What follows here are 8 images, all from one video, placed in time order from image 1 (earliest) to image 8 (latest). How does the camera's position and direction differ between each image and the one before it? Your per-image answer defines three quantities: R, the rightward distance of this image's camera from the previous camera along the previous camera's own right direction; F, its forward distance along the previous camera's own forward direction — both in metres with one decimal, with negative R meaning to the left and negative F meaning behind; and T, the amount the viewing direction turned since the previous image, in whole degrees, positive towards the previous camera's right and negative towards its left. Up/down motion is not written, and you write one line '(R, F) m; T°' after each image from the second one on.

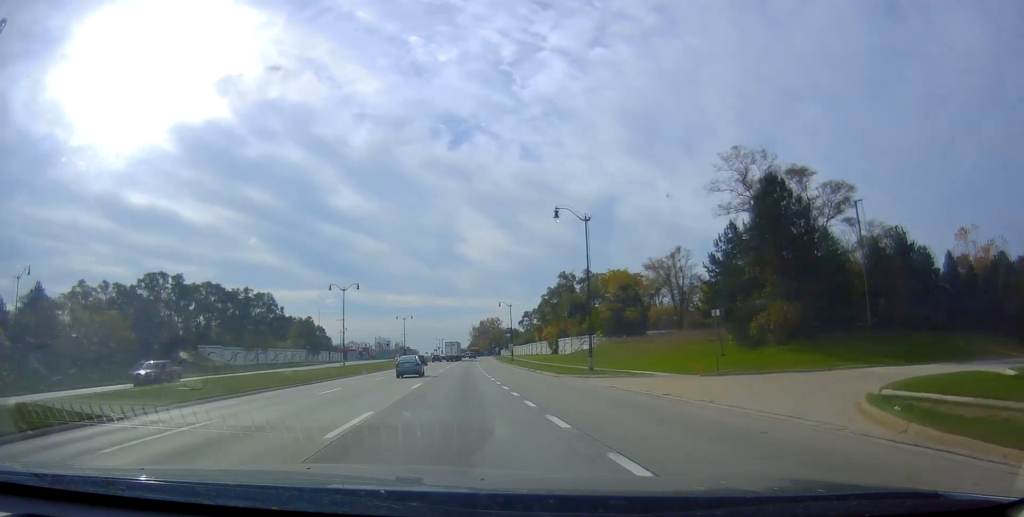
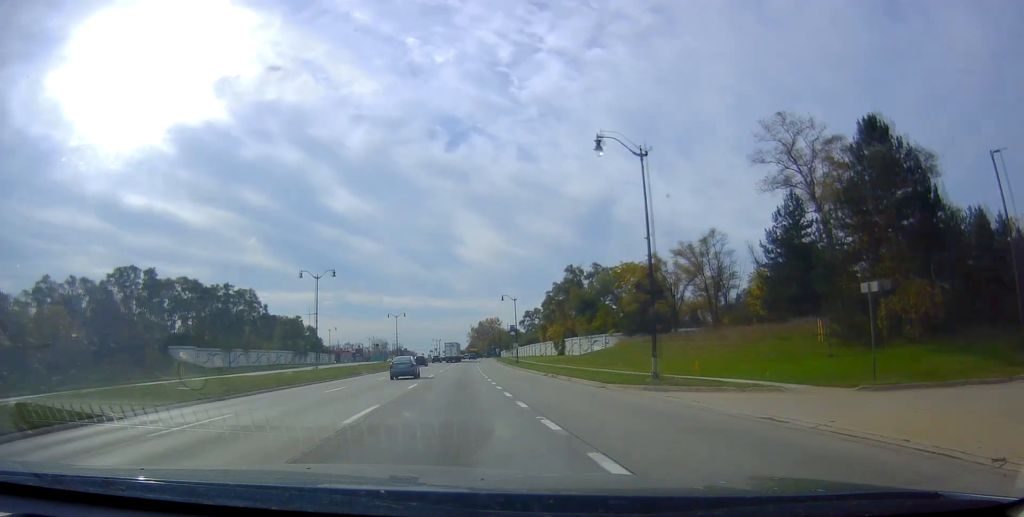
(0.0, +13.3) m; 0°
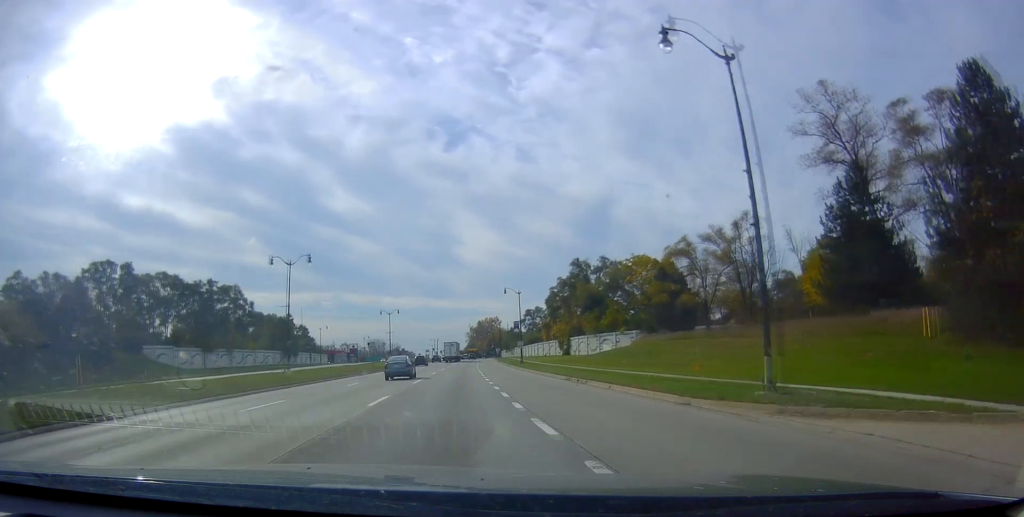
(0.0, +9.8) m; 0°
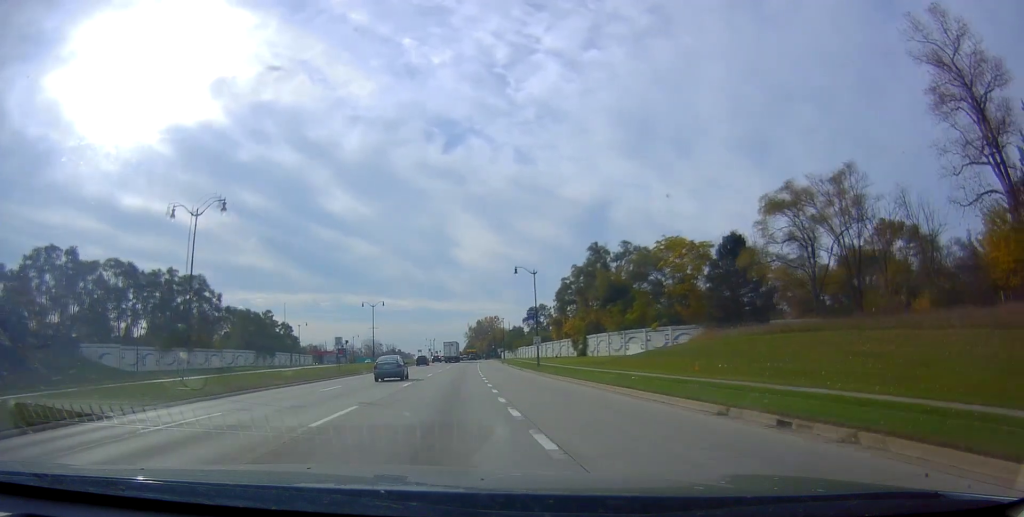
(0.0, +20.6) m; 0°
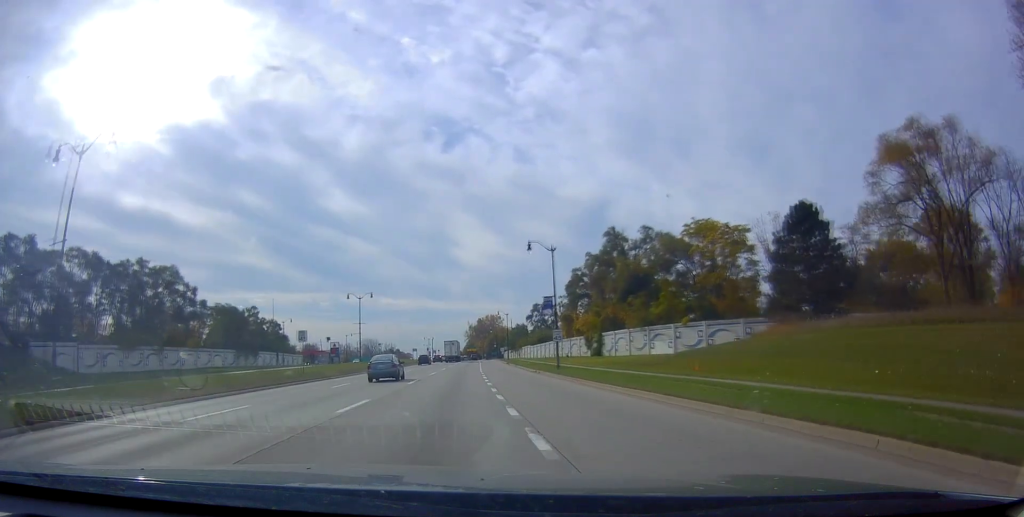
(0.0, +13.5) m; +1°
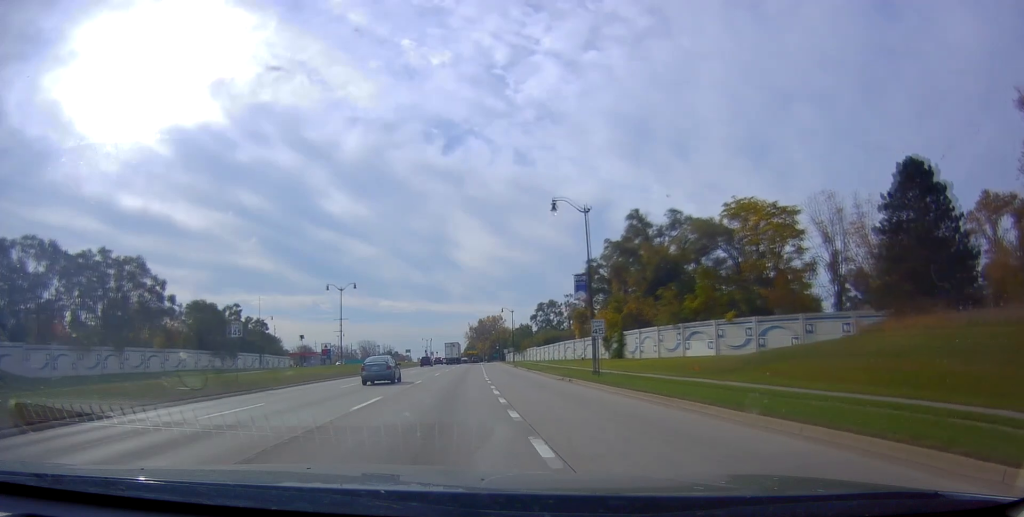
(+0.1, +14.3) m; 0°
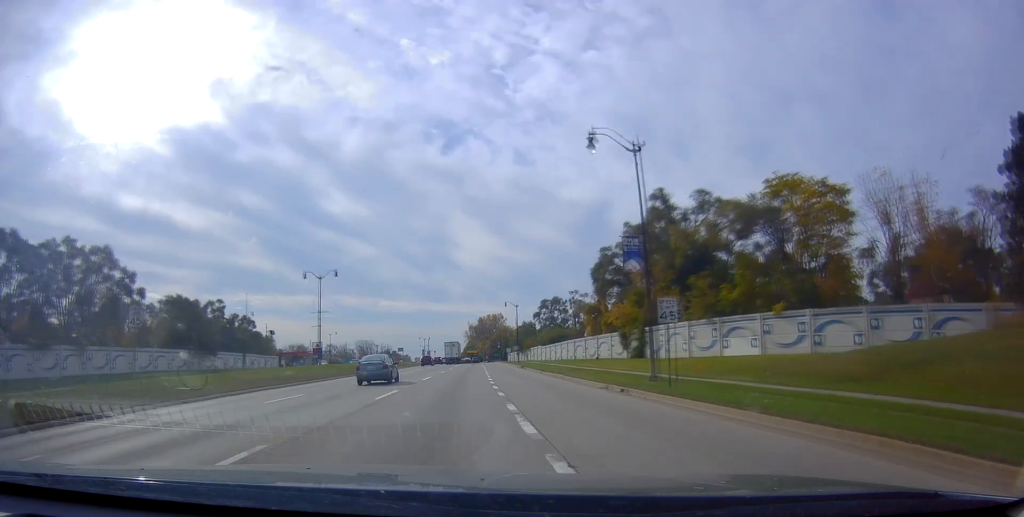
(+0.2, +11.5) m; 0°
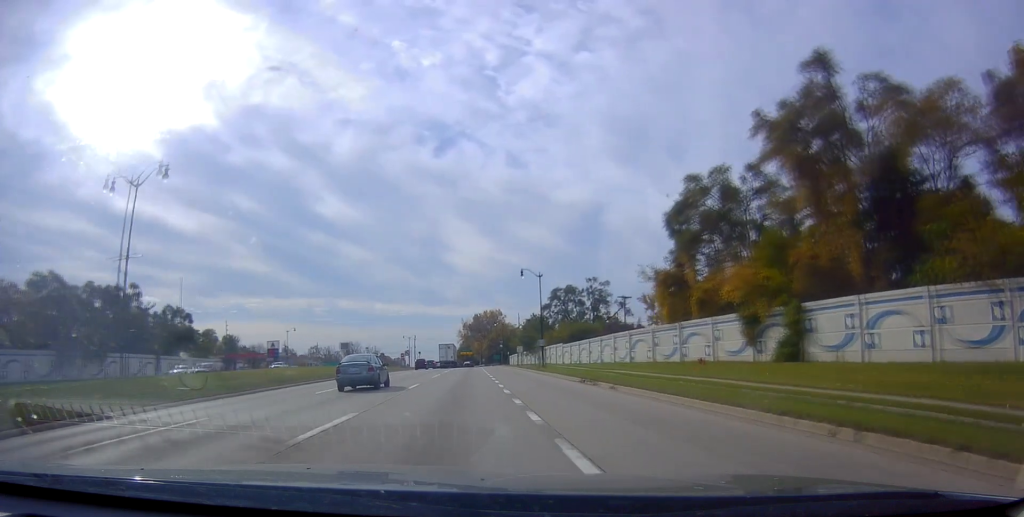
(-0.7, +40.5) m; +1°
